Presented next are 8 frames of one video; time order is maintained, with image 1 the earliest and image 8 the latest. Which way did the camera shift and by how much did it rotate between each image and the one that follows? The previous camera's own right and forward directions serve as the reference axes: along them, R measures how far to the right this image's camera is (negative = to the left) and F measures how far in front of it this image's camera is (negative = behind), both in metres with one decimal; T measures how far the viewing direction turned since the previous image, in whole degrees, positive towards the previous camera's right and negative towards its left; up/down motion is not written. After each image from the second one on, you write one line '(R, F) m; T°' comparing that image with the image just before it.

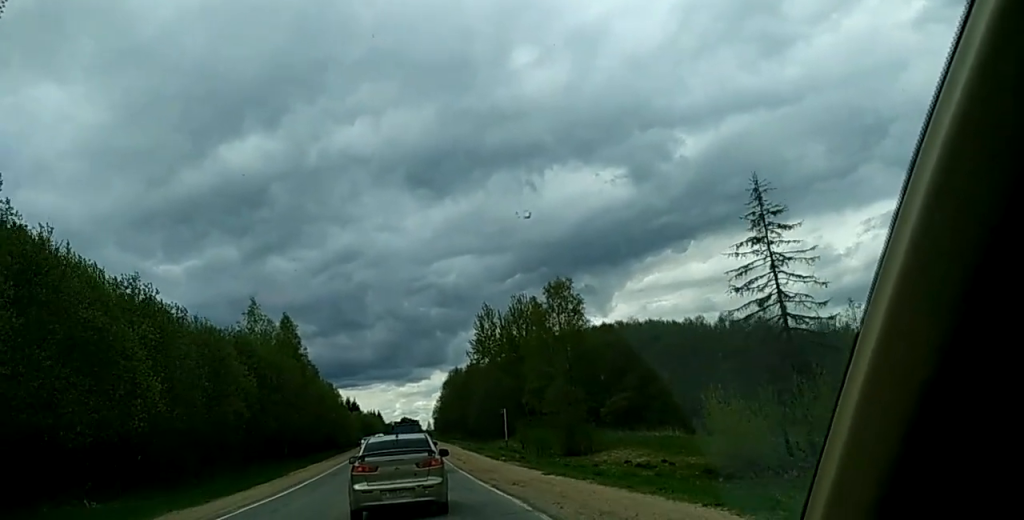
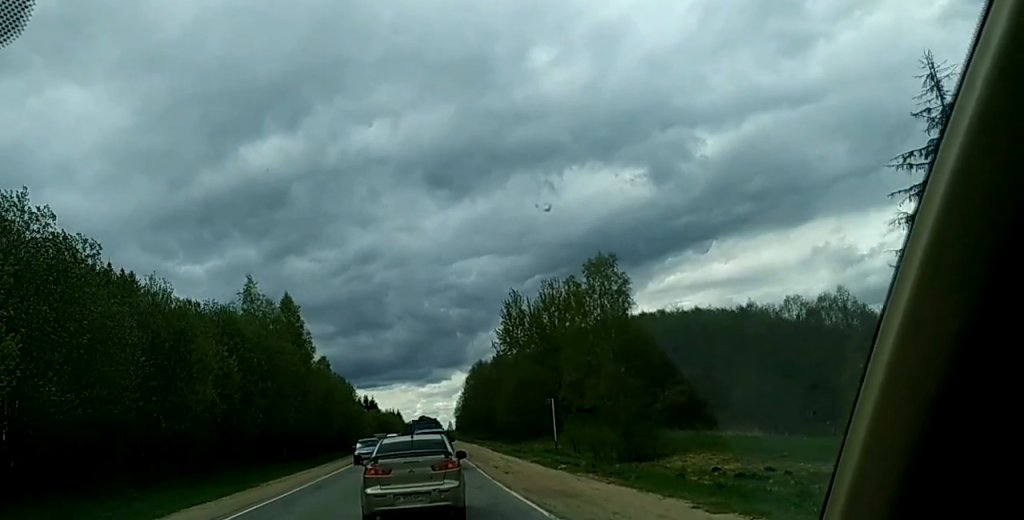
(-0.2, +14.8) m; +1°
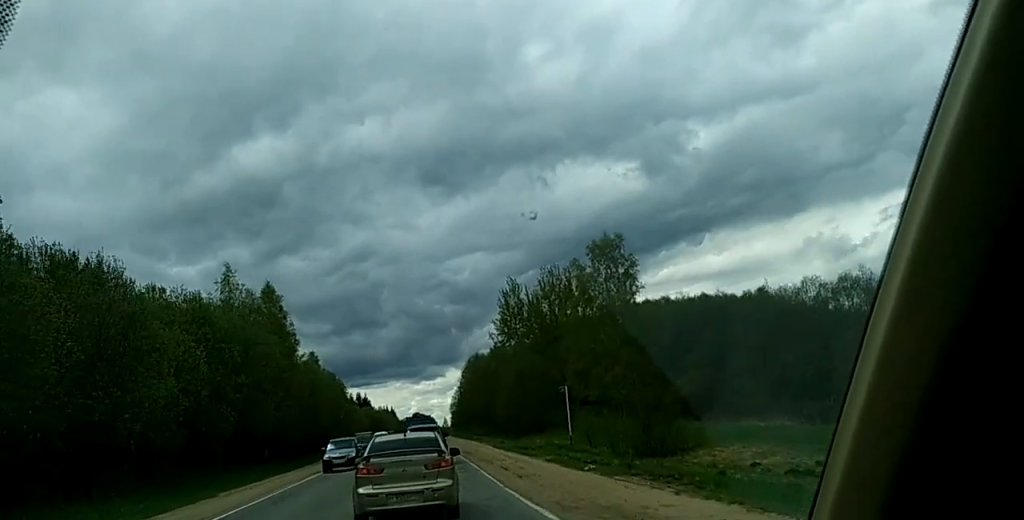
(+0.1, +6.4) m; 0°
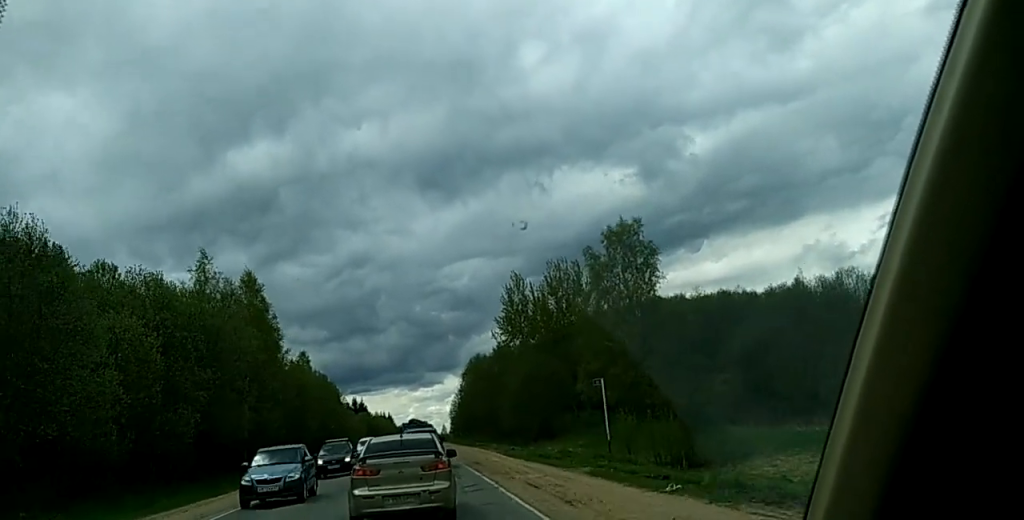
(+0.4, +8.1) m; -1°
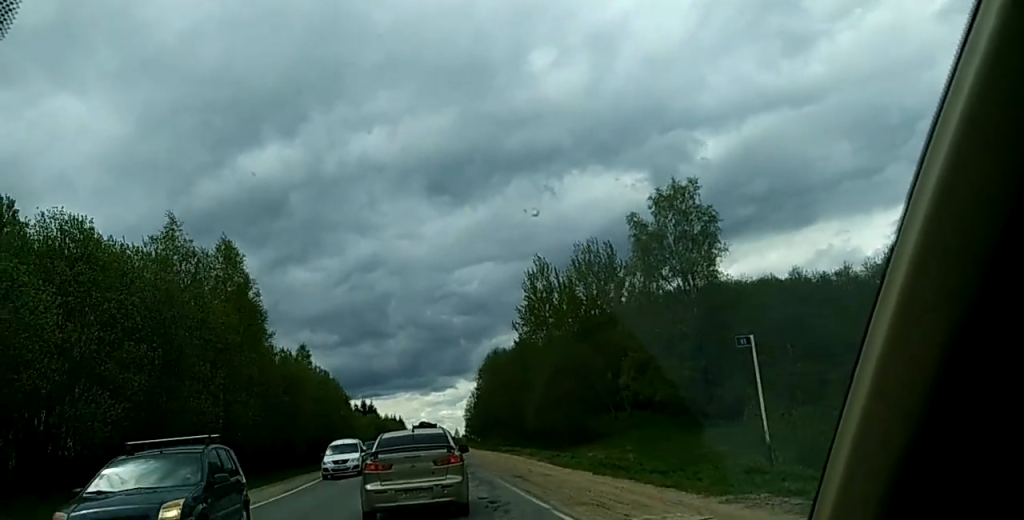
(-0.5, +12.9) m; -2°
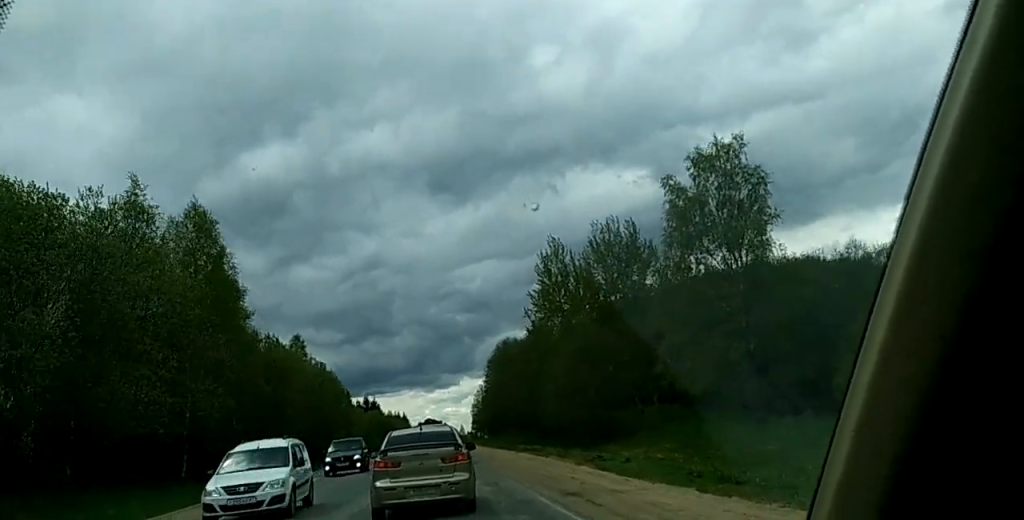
(0.0, +8.8) m; 0°
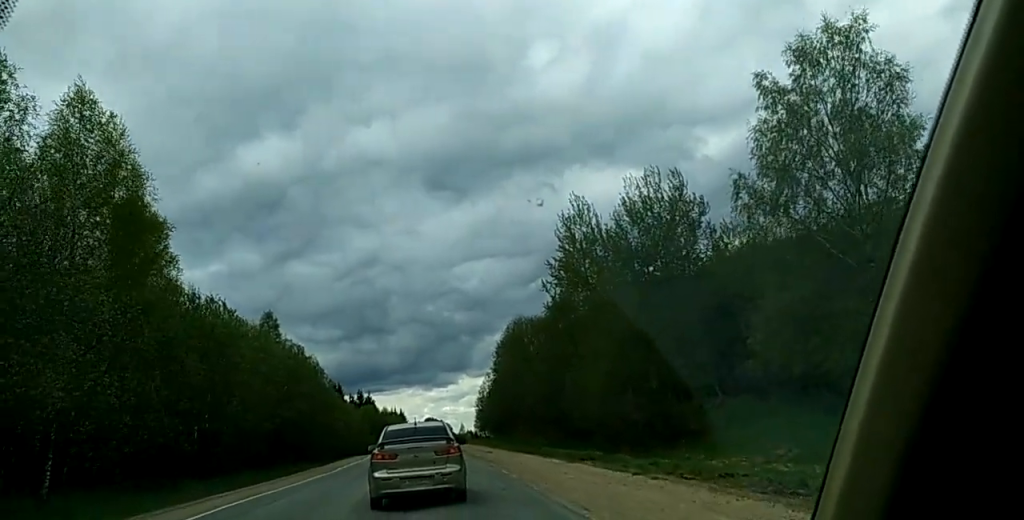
(+0.5, +16.7) m; +1°
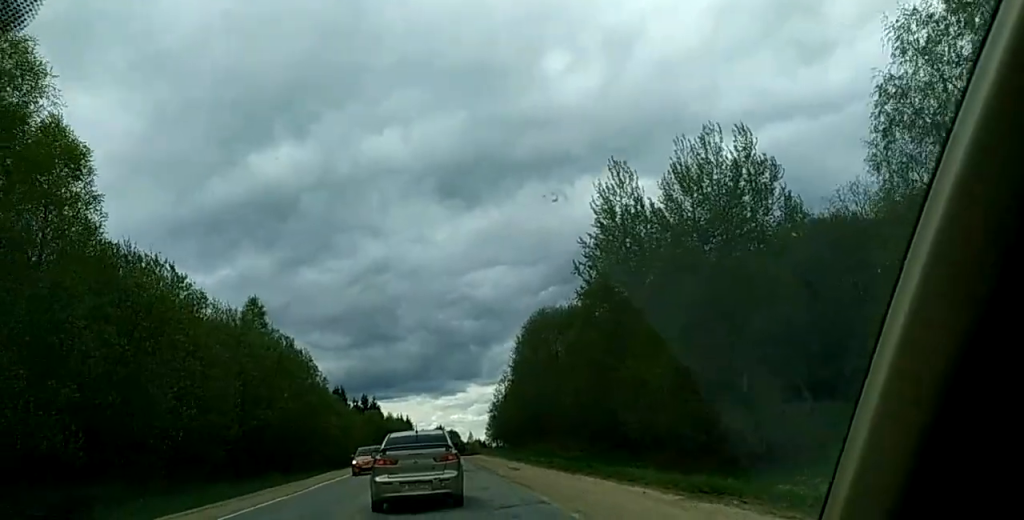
(-0.2, +12.3) m; -1°
